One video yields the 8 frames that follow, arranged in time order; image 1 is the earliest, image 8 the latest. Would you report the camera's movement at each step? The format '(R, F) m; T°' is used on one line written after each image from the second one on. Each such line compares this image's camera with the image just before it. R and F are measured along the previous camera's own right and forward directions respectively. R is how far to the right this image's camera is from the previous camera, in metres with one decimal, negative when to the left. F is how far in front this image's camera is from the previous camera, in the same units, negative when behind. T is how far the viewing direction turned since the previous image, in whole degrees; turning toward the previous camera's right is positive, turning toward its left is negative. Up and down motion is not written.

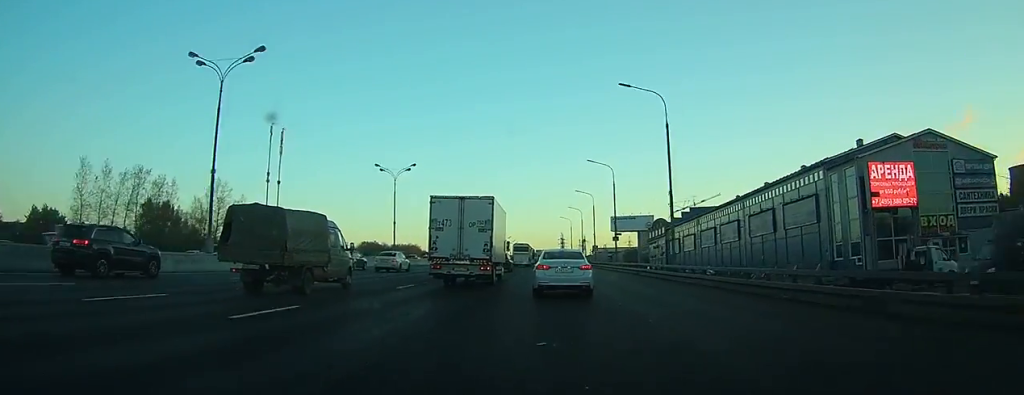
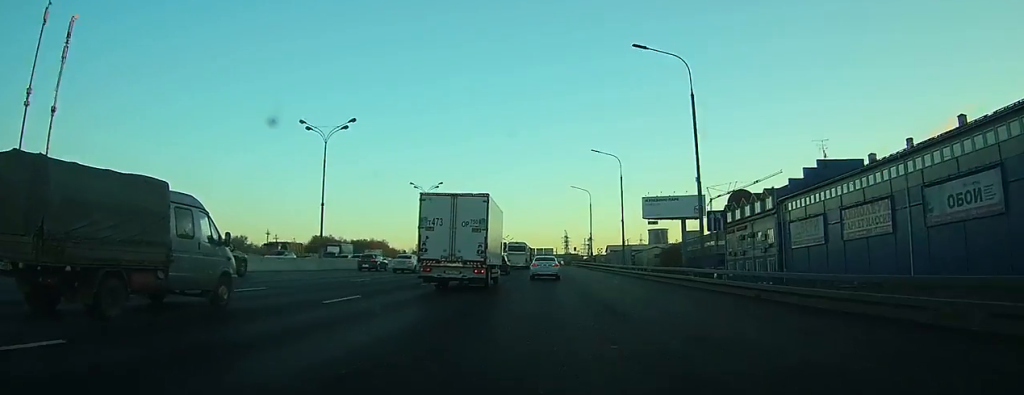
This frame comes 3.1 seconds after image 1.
(-0.1, +72.0) m; 0°
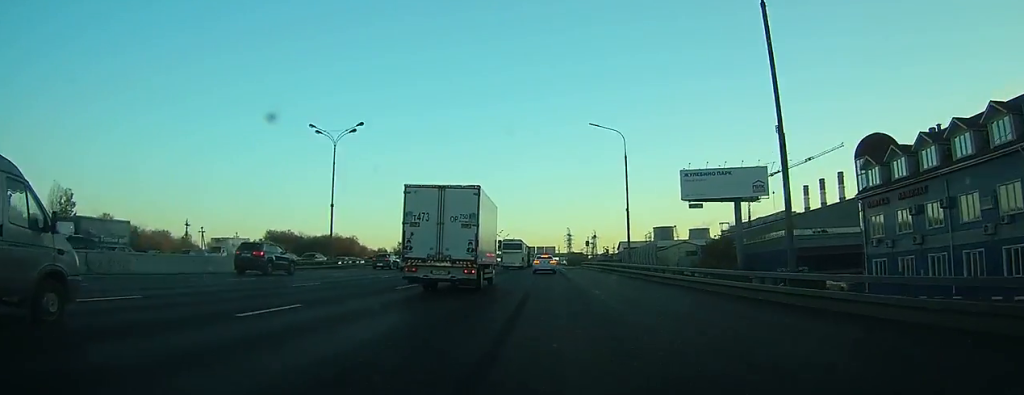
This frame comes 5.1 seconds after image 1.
(-0.2, +46.1) m; 0°
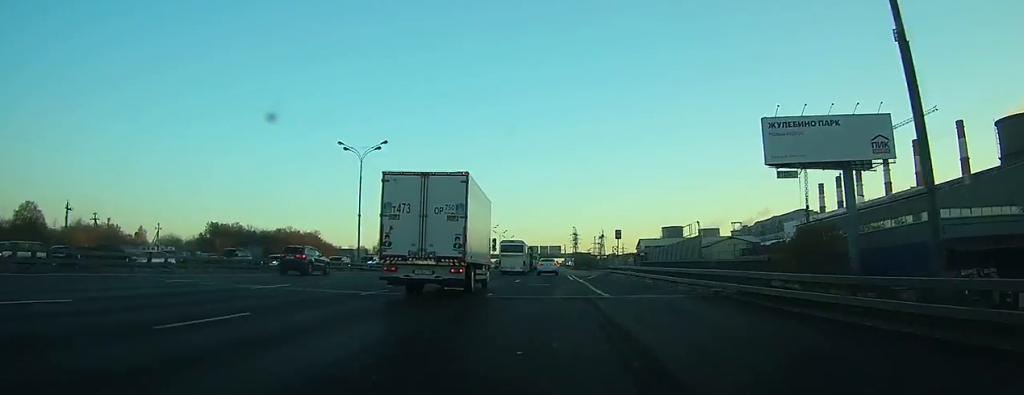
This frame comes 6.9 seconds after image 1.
(-0.1, +42.6) m; 0°
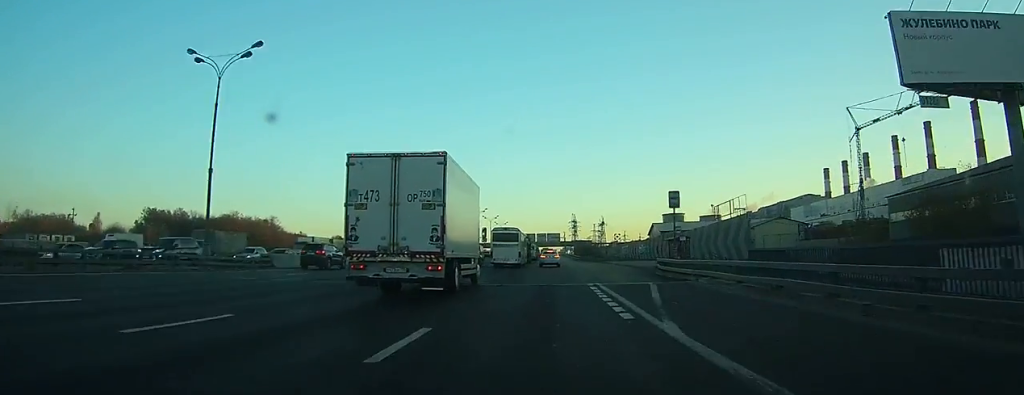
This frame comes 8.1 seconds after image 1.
(-0.1, +28.0) m; 0°
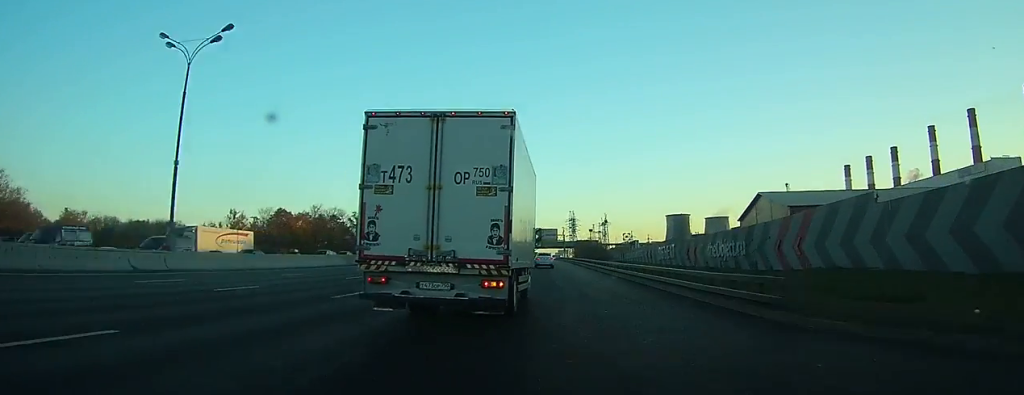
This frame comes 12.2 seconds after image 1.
(+0.4, +80.1) m; +1°
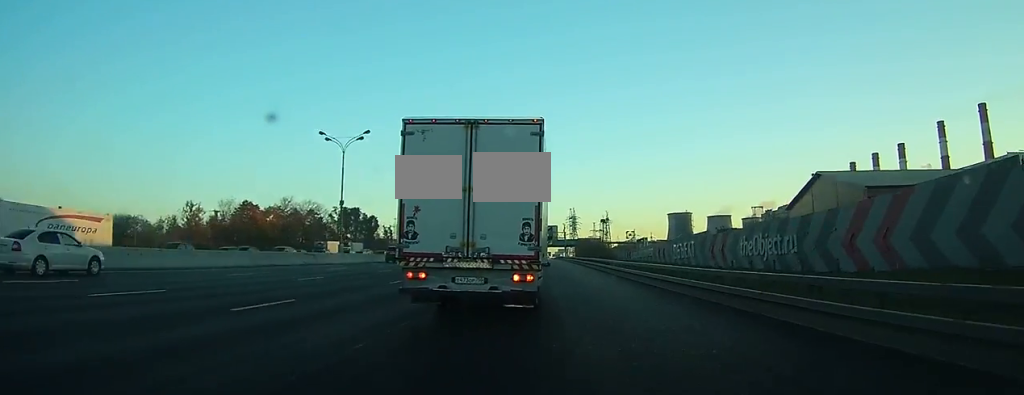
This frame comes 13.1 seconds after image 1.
(0.0, +16.5) m; 0°
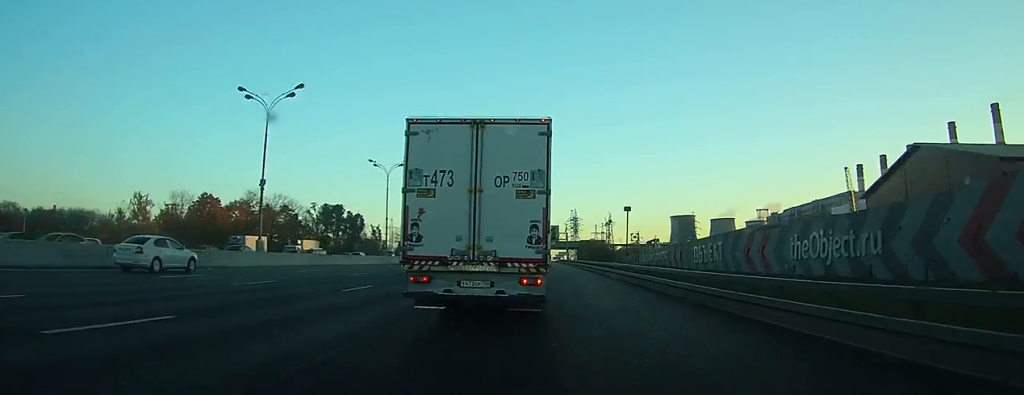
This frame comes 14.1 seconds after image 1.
(0.0, +16.0) m; 0°
